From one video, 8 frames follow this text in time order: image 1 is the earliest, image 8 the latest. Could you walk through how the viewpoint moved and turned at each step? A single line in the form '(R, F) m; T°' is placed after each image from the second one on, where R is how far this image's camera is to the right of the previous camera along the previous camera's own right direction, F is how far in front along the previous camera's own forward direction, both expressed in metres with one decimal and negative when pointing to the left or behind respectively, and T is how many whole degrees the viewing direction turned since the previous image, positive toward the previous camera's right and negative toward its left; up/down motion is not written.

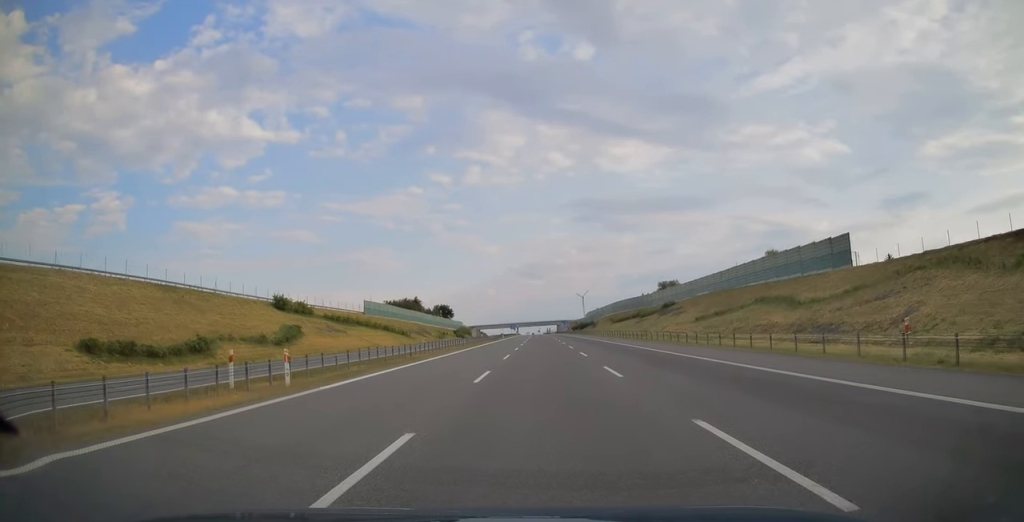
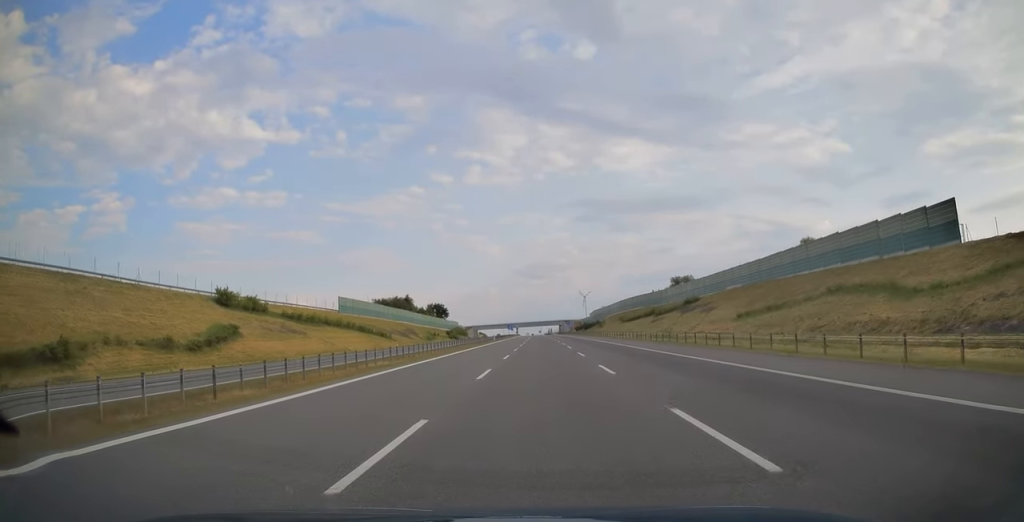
(0.0, +22.8) m; 0°
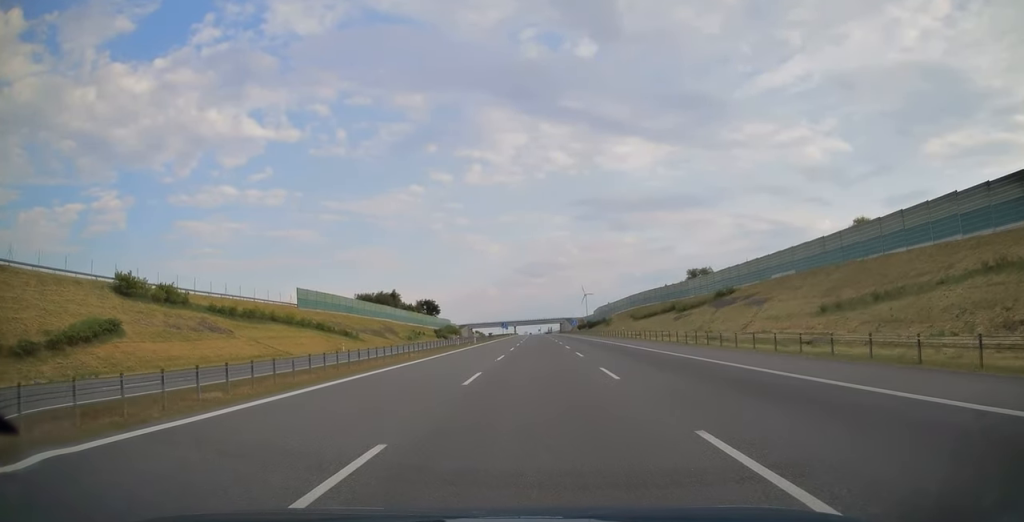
(0.0, +26.1) m; 0°
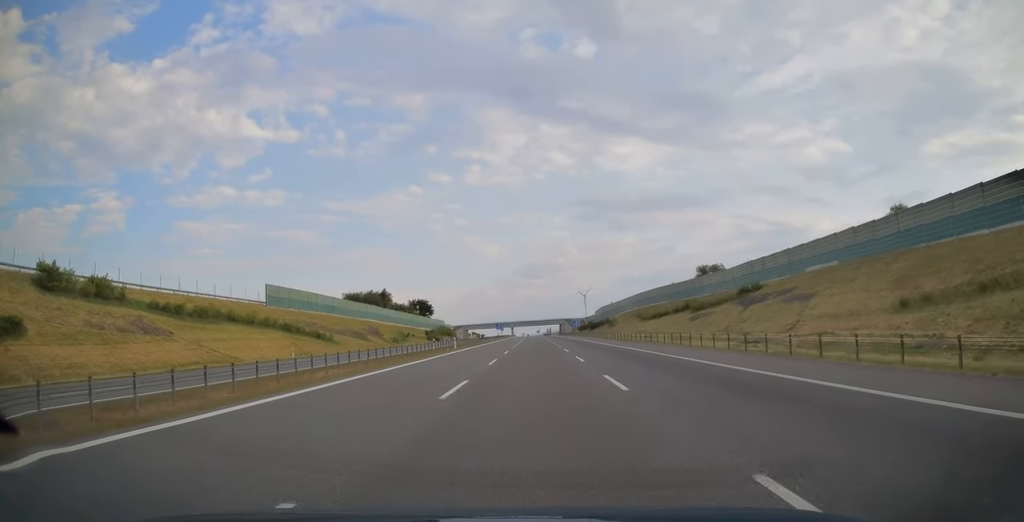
(0.0, +14.4) m; 0°
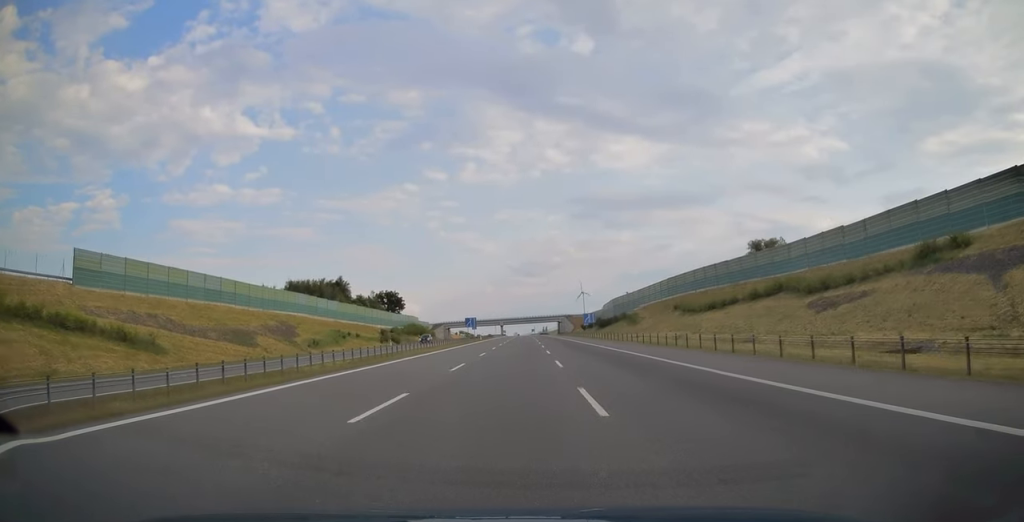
(0.0, +51.4) m; 0°
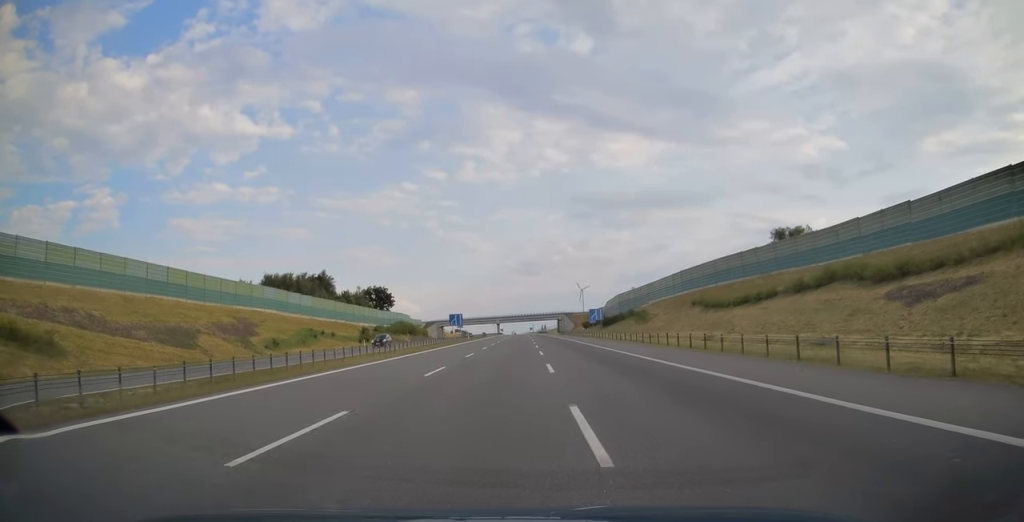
(0.0, +14.9) m; 0°
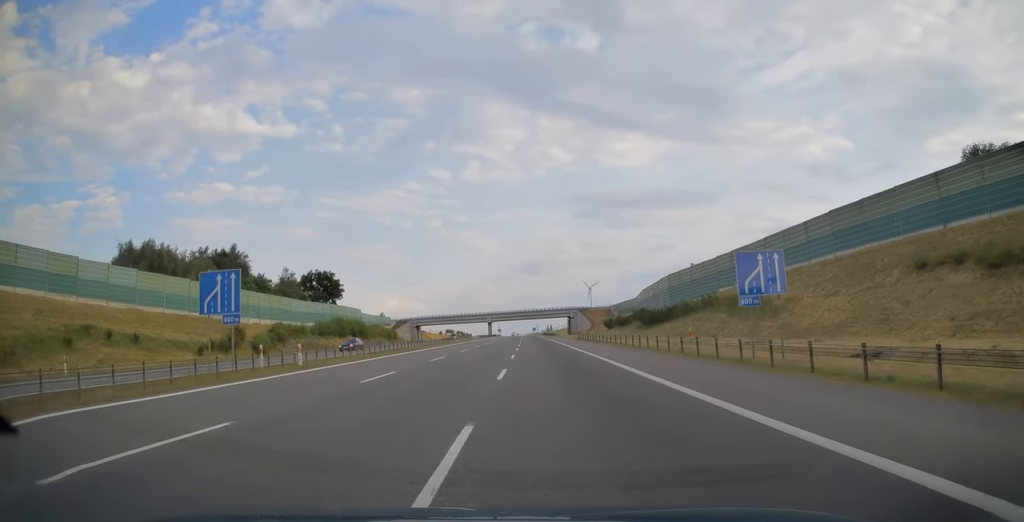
(+0.2, +61.4) m; 0°
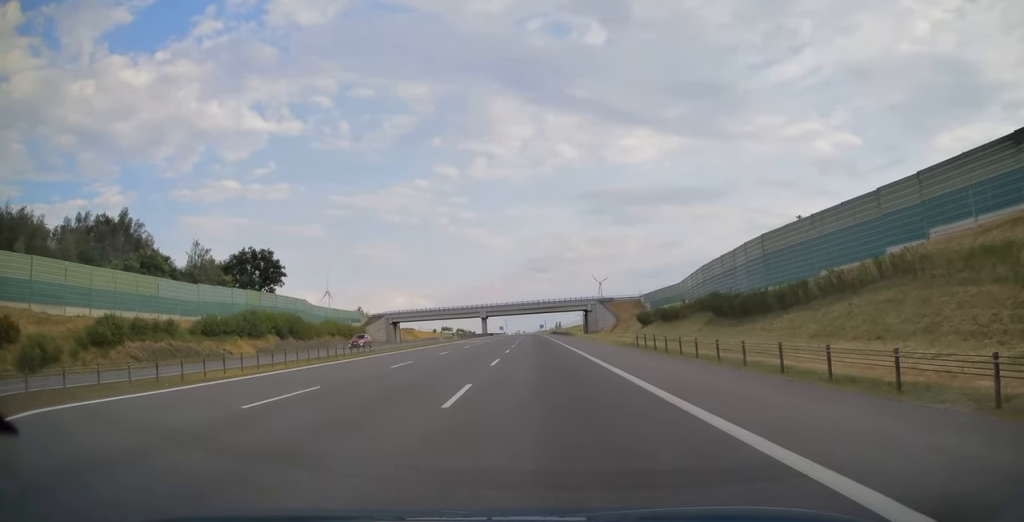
(-0.1, +42.1) m; -1°
